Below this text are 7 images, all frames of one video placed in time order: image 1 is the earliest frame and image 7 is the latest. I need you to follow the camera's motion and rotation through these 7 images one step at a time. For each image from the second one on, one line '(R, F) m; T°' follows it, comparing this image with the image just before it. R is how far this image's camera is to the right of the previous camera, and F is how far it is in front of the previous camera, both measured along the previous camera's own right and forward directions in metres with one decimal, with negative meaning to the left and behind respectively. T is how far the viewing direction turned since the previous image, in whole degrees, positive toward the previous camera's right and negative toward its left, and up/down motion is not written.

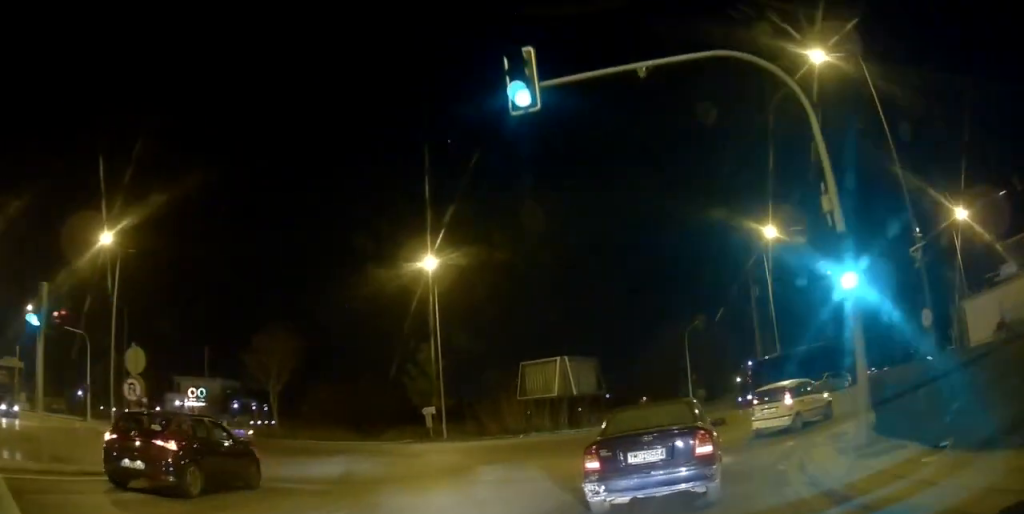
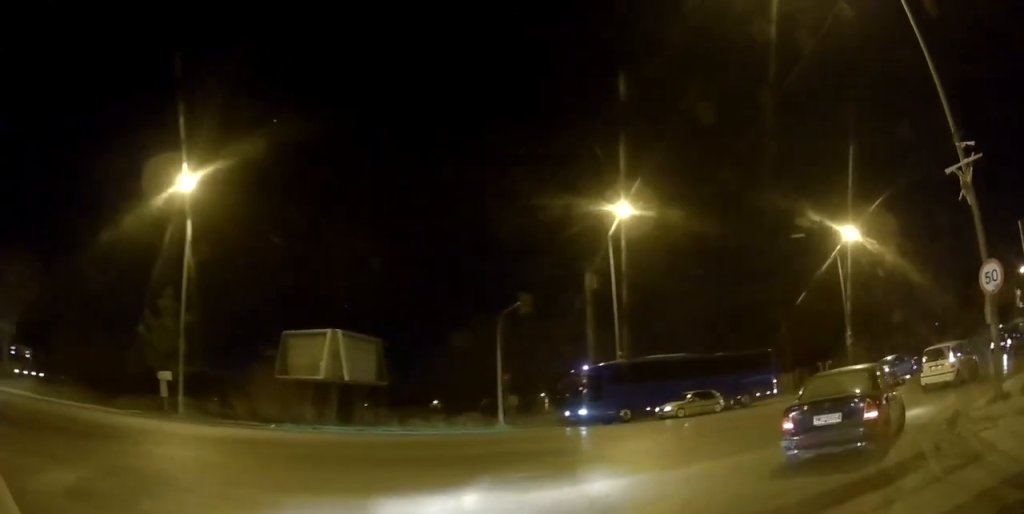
(+1.2, +10.6) m; +17°
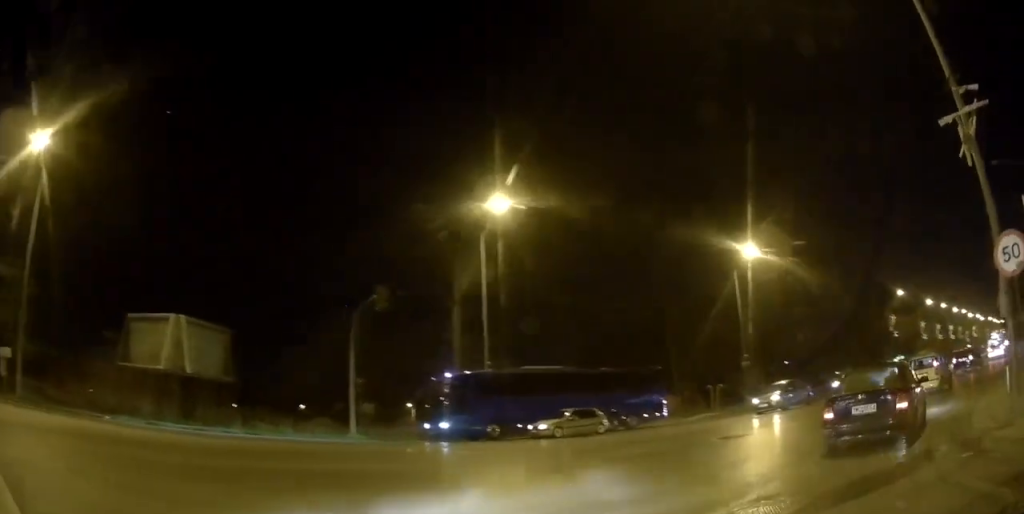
(+0.5, +3.7) m; +12°
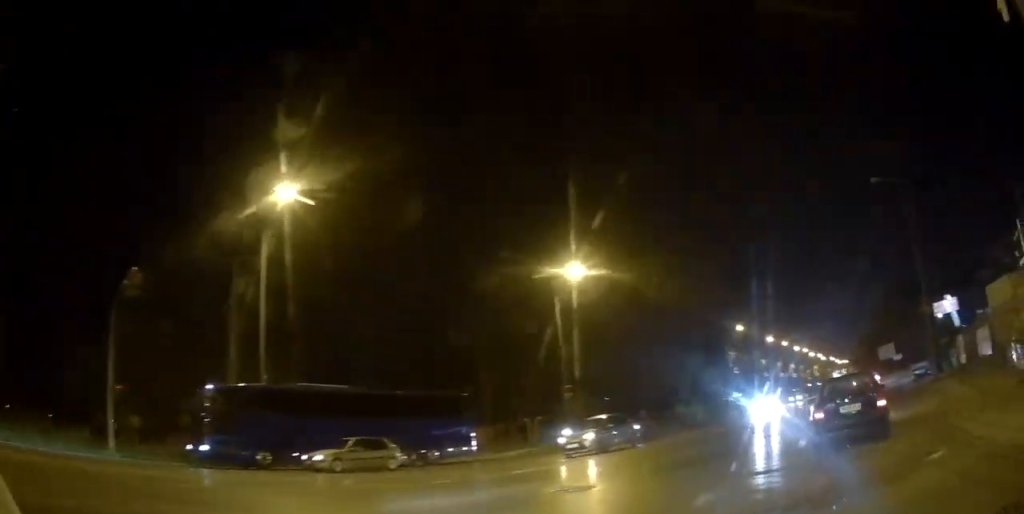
(+0.8, +5.0) m; +18°
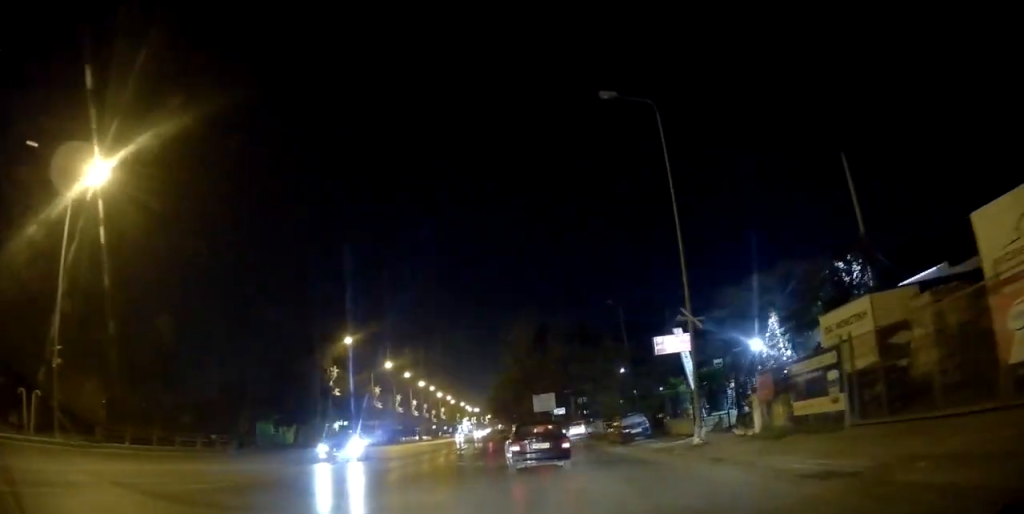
(+6.7, +15.4) m; +35°
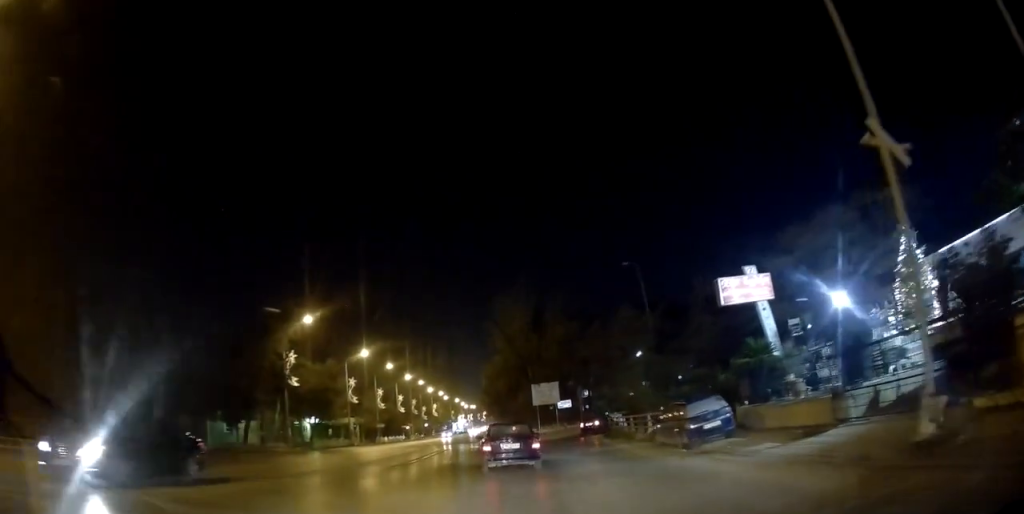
(+0.2, +11.5) m; +2°
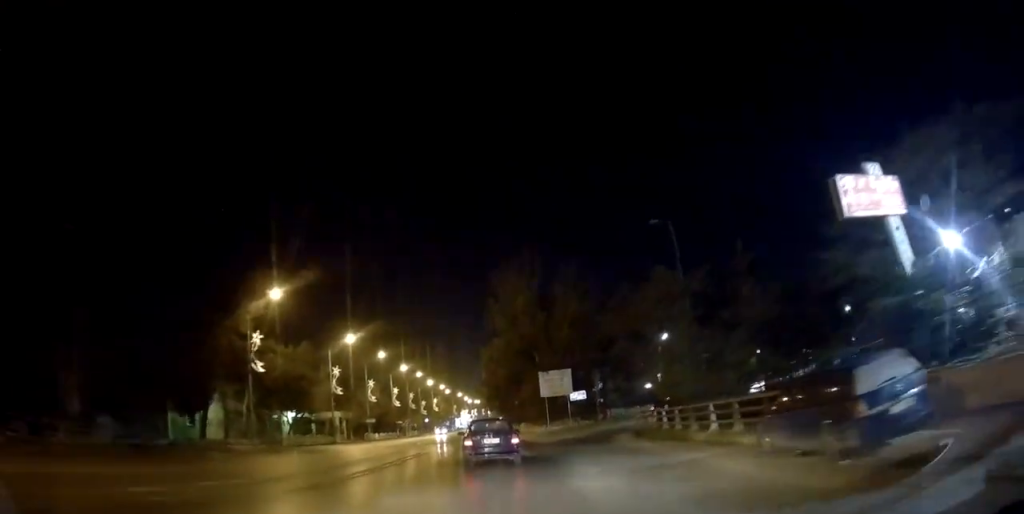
(+0.2, +9.0) m; +1°
